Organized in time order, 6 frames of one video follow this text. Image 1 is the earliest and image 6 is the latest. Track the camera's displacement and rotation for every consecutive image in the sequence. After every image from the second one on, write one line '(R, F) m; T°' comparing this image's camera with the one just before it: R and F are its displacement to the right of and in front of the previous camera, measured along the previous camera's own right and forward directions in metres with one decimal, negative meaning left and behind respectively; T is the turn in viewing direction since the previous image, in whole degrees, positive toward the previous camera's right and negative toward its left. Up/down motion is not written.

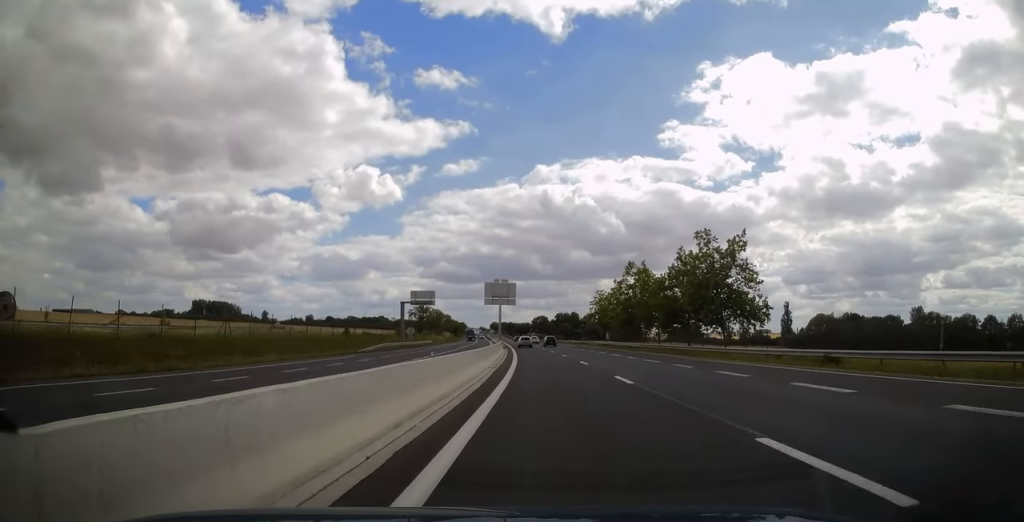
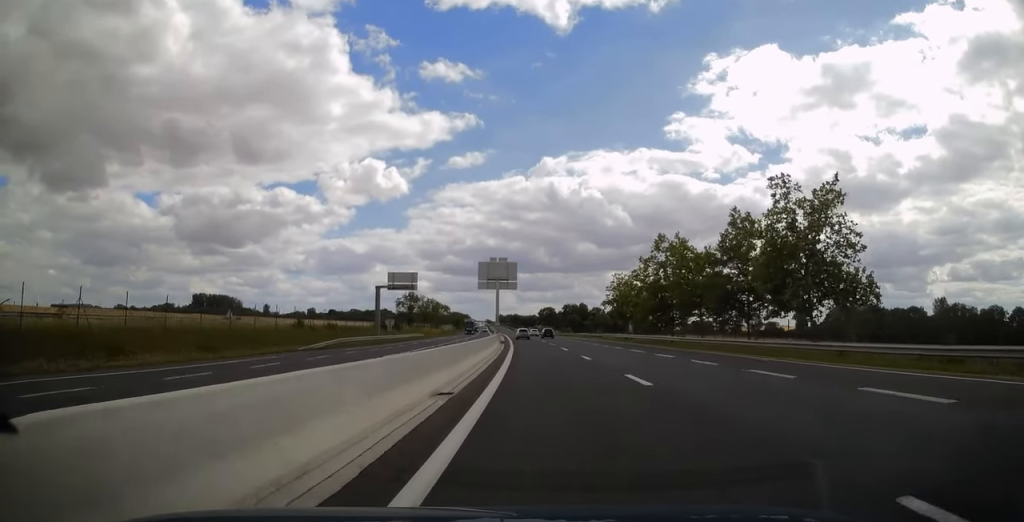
(-0.2, +16.2) m; -1°
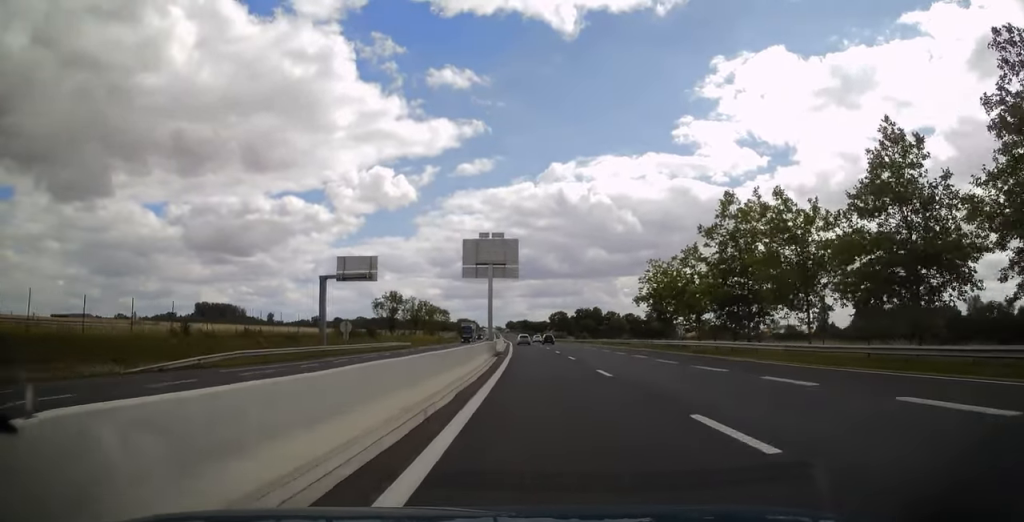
(-0.1, +20.7) m; -1°
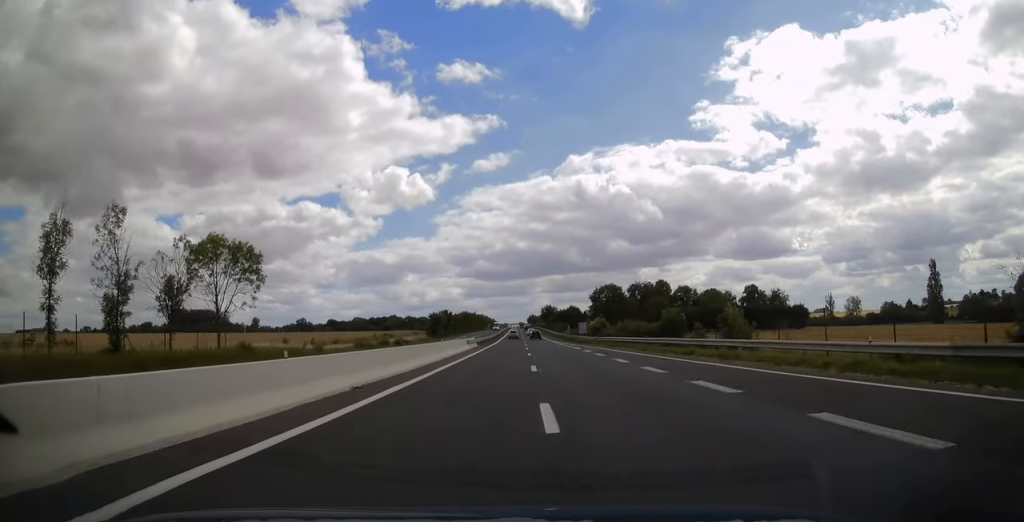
(-3.3, +115.8) m; -3°
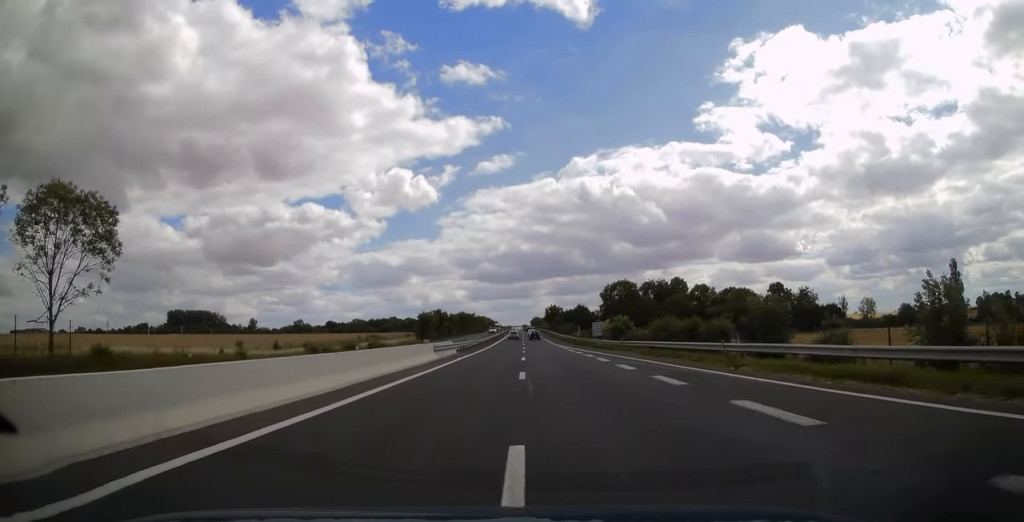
(0.0, +17.1) m; 0°
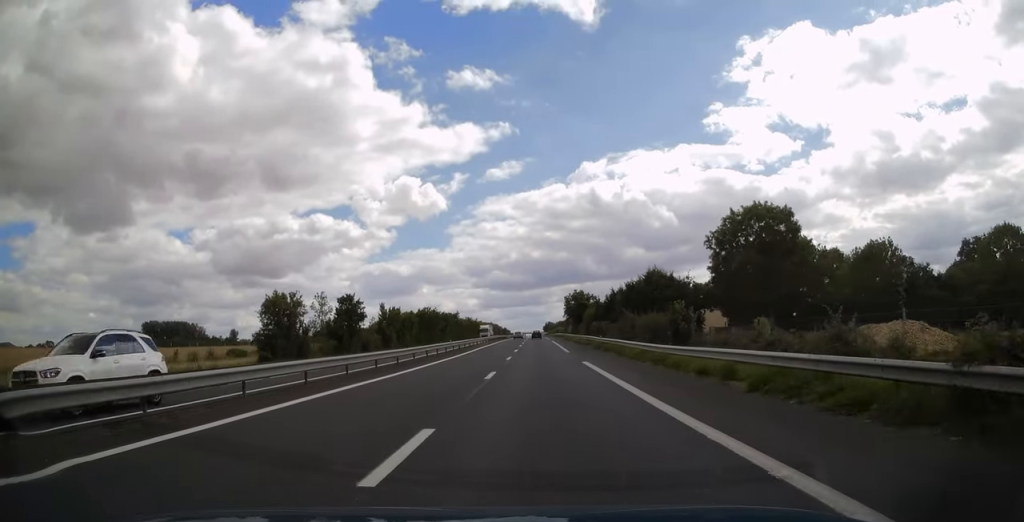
(-0.9, +77.7) m; -1°
